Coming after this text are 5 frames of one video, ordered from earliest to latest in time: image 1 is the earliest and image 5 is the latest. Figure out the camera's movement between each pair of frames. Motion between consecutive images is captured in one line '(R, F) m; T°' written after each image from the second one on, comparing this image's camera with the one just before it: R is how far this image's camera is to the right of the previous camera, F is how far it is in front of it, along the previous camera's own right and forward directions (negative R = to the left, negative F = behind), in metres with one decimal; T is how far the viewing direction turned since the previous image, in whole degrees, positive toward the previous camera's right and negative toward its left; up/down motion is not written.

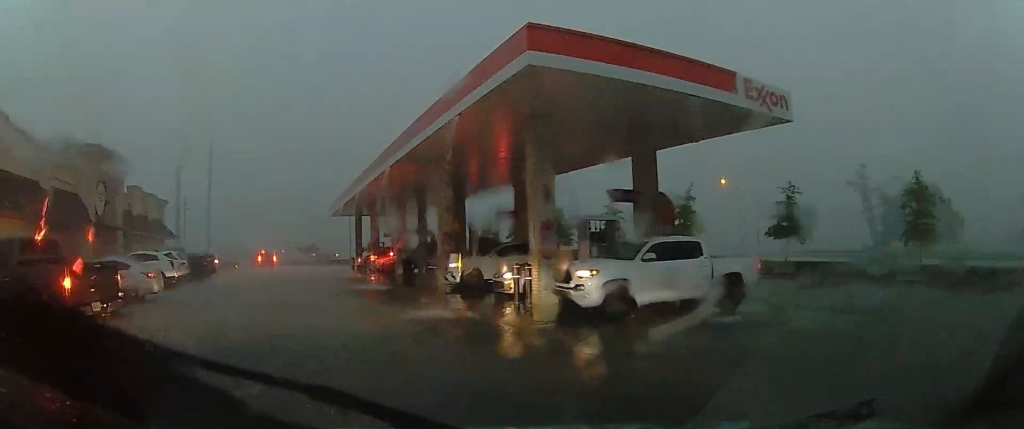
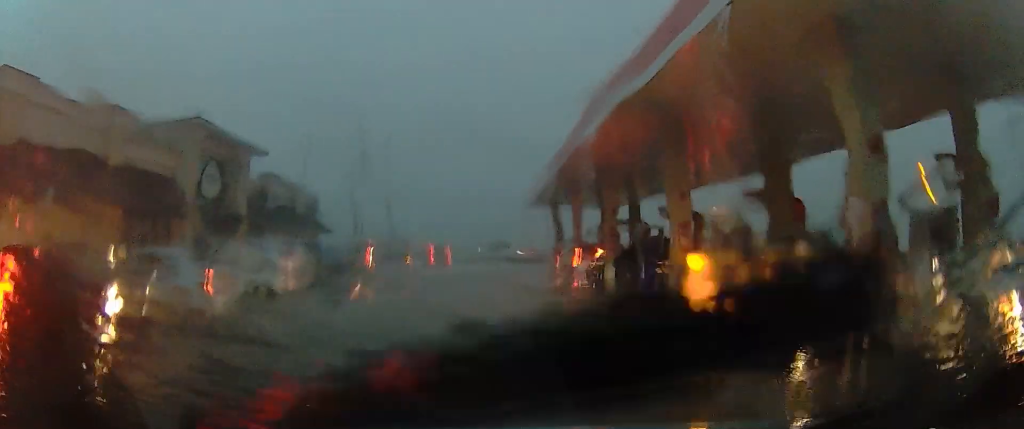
(-0.9, +6.9) m; -17°
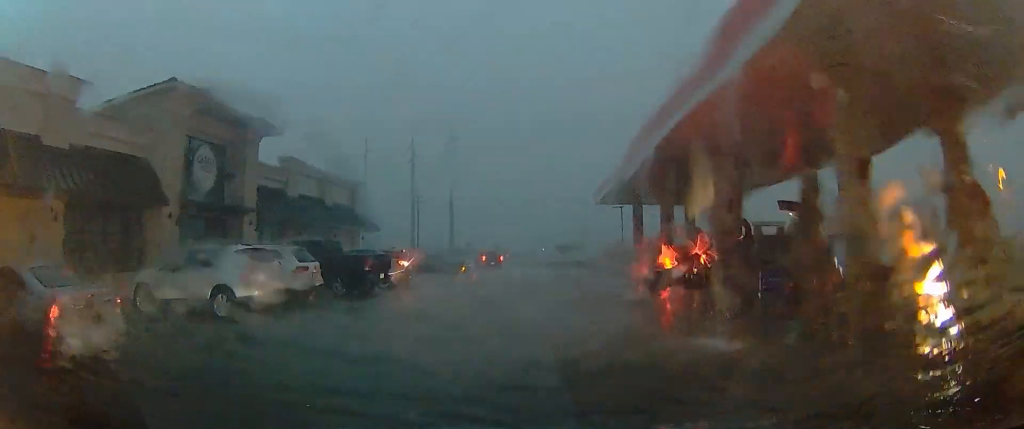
(-0.6, +6.7) m; -8°
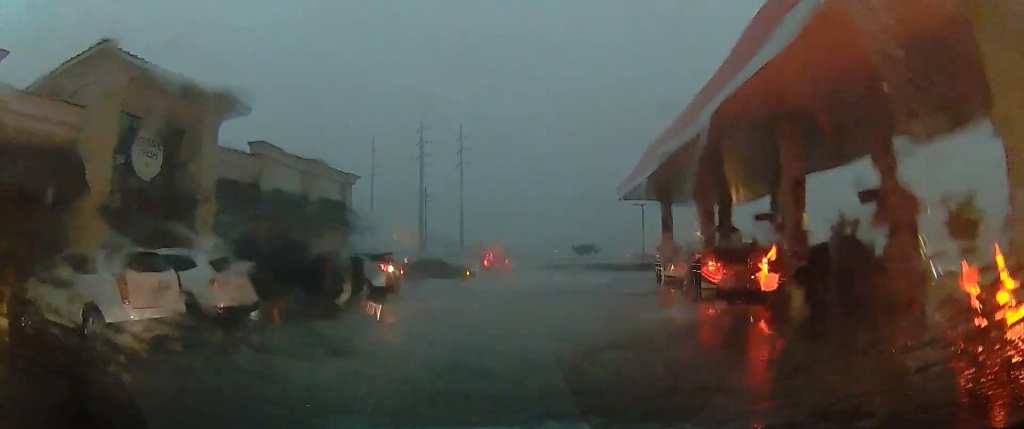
(-0.2, +5.0) m; -2°
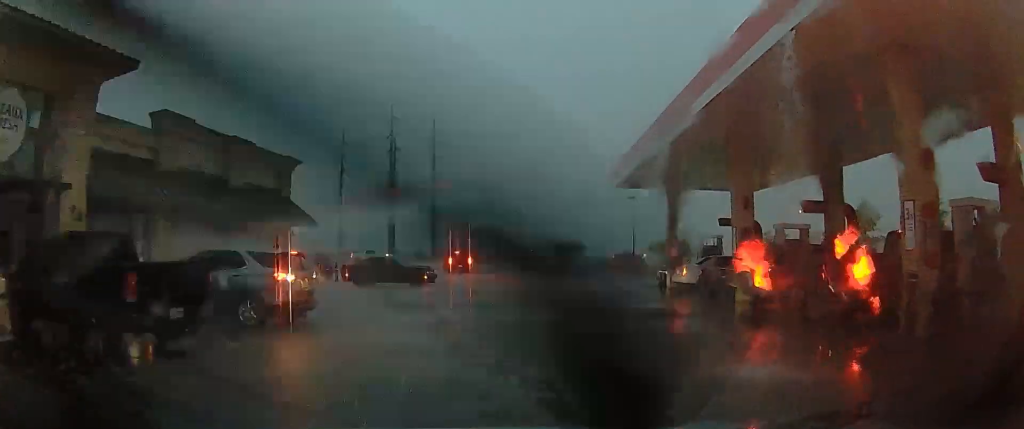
(0.0, +6.4) m; 0°
